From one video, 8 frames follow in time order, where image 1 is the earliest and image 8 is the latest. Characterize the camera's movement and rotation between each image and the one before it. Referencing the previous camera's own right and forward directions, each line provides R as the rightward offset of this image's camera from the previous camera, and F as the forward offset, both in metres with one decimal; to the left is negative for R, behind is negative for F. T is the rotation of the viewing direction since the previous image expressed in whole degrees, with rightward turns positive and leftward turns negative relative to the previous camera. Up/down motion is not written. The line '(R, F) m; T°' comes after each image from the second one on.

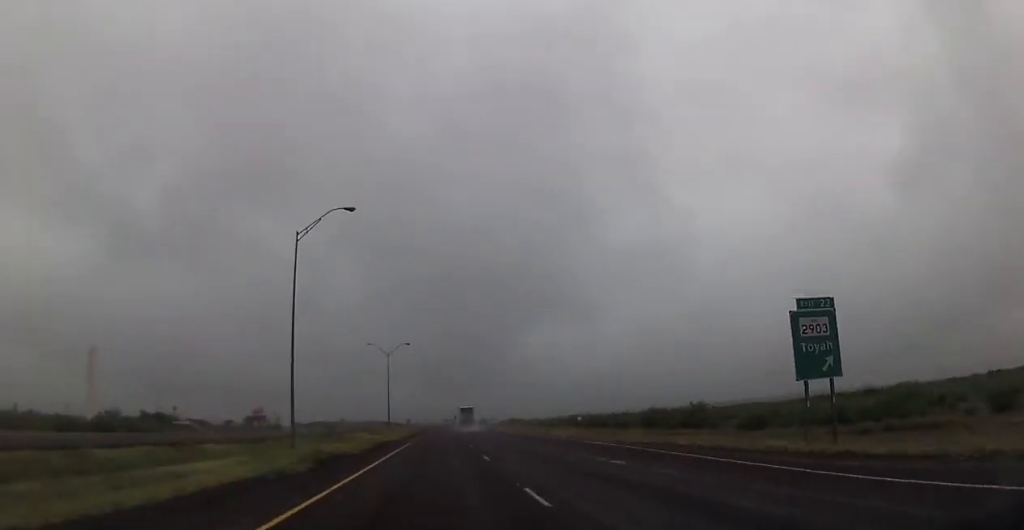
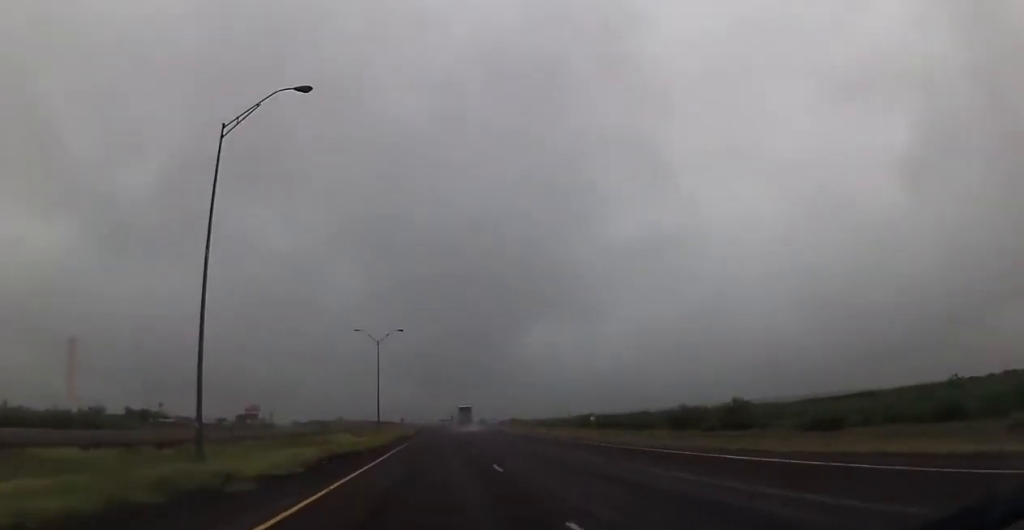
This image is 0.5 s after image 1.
(+0.1, +16.9) m; 0°
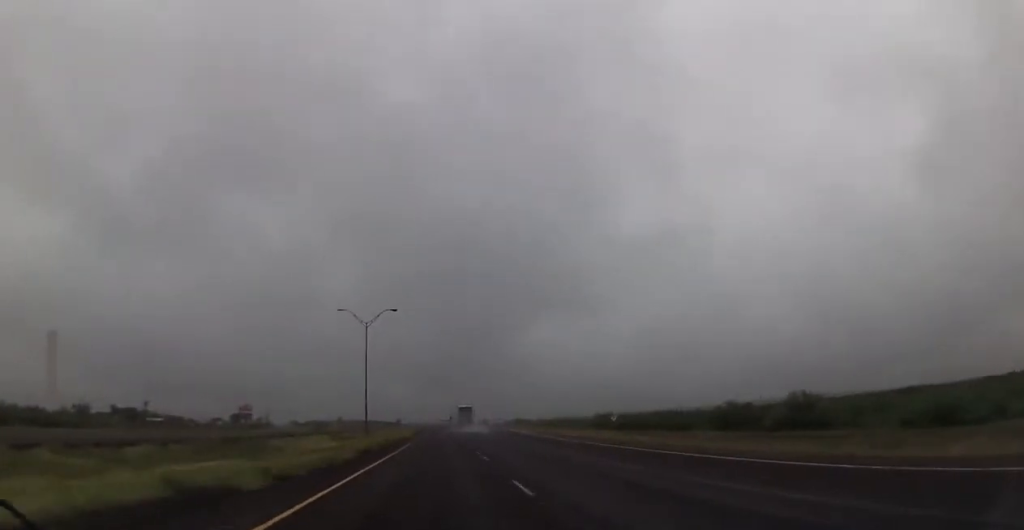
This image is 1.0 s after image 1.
(0.0, +18.2) m; 0°
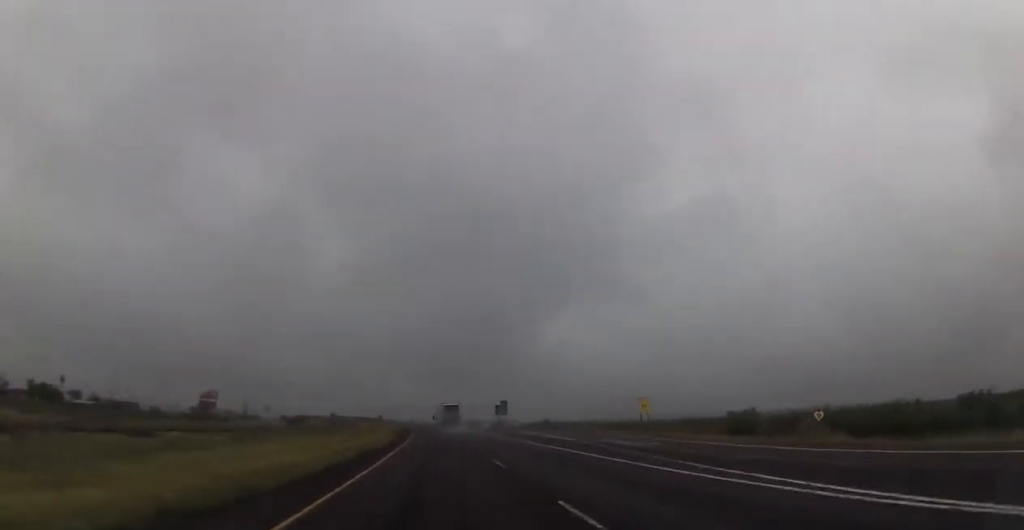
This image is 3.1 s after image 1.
(+0.1, +77.6) m; 0°
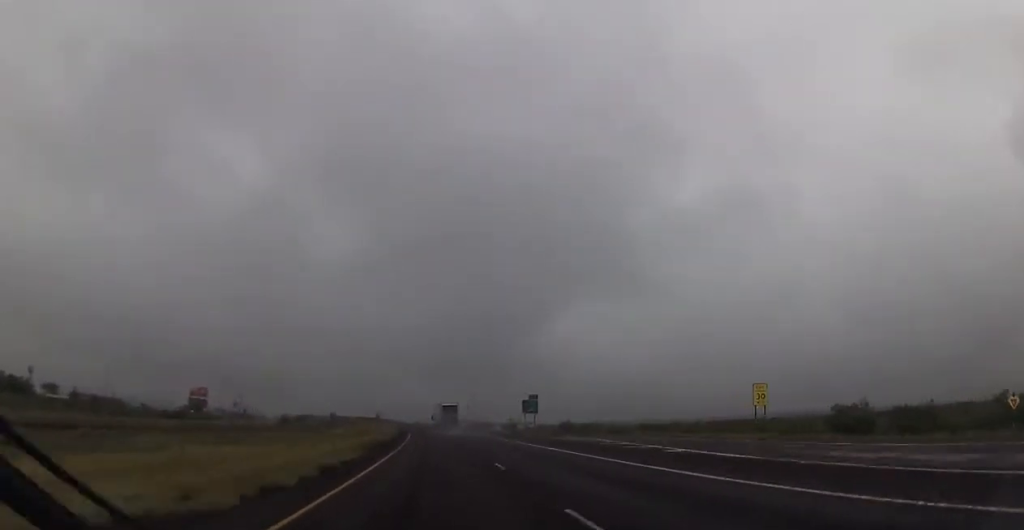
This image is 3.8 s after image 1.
(-0.1, +25.4) m; -1°
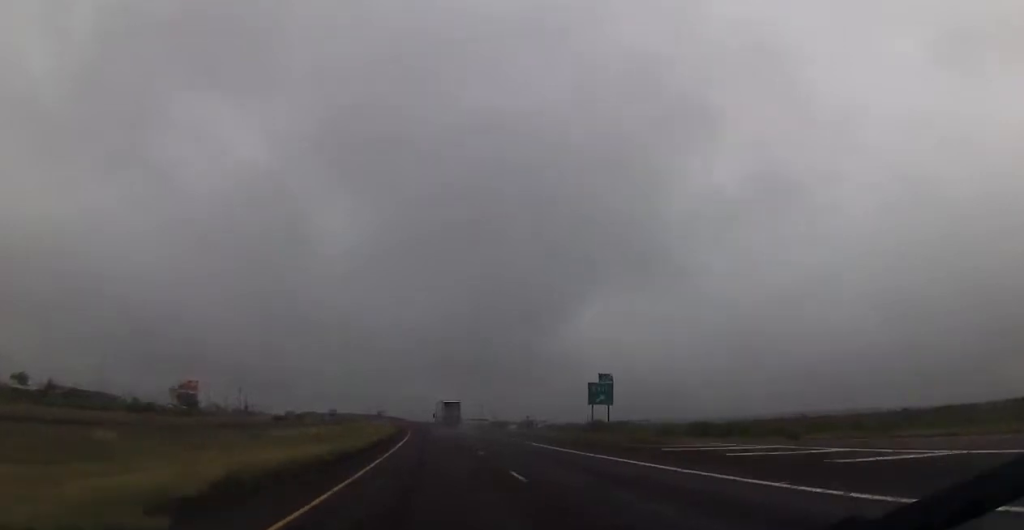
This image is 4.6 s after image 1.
(-0.3, +29.1) m; -1°
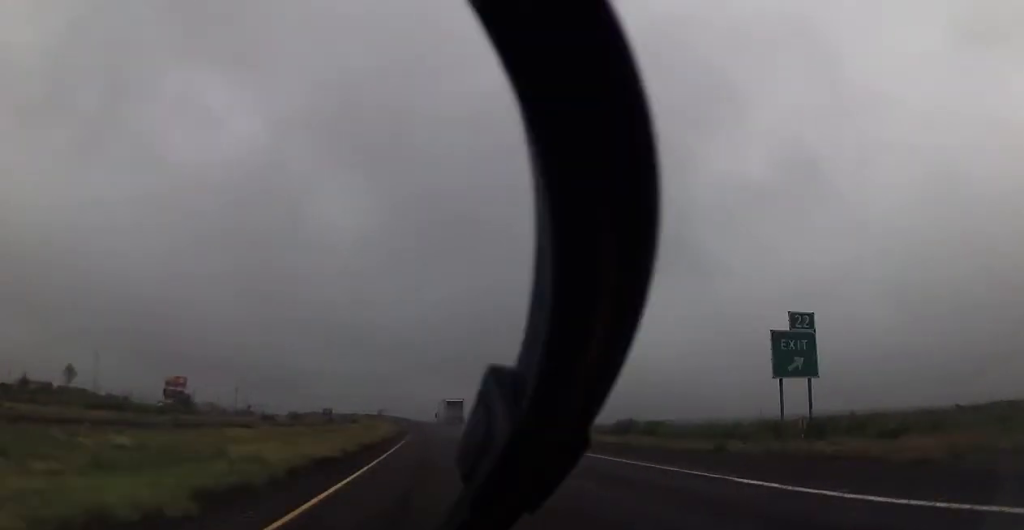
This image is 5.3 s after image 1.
(-0.1, +25.4) m; 0°
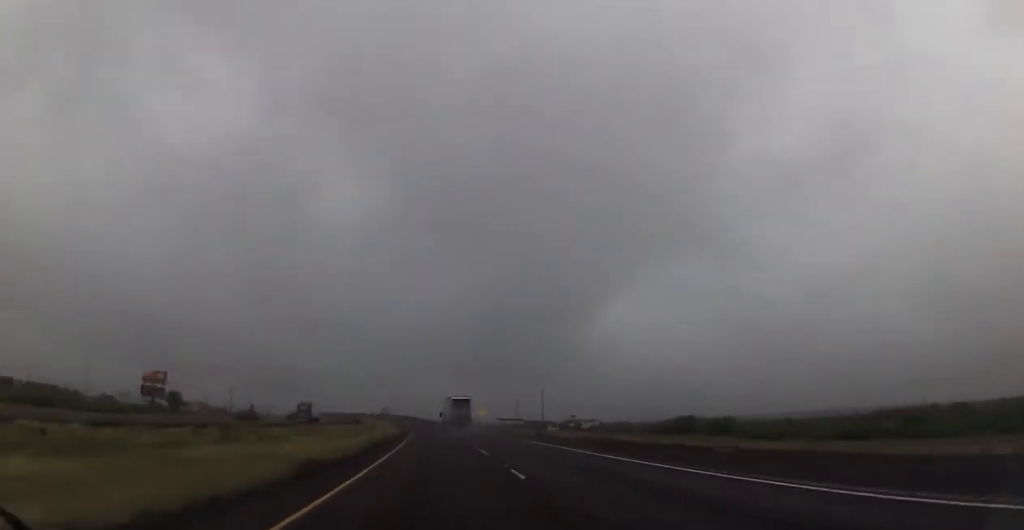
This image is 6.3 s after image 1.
(0.0, +35.1) m; -1°
